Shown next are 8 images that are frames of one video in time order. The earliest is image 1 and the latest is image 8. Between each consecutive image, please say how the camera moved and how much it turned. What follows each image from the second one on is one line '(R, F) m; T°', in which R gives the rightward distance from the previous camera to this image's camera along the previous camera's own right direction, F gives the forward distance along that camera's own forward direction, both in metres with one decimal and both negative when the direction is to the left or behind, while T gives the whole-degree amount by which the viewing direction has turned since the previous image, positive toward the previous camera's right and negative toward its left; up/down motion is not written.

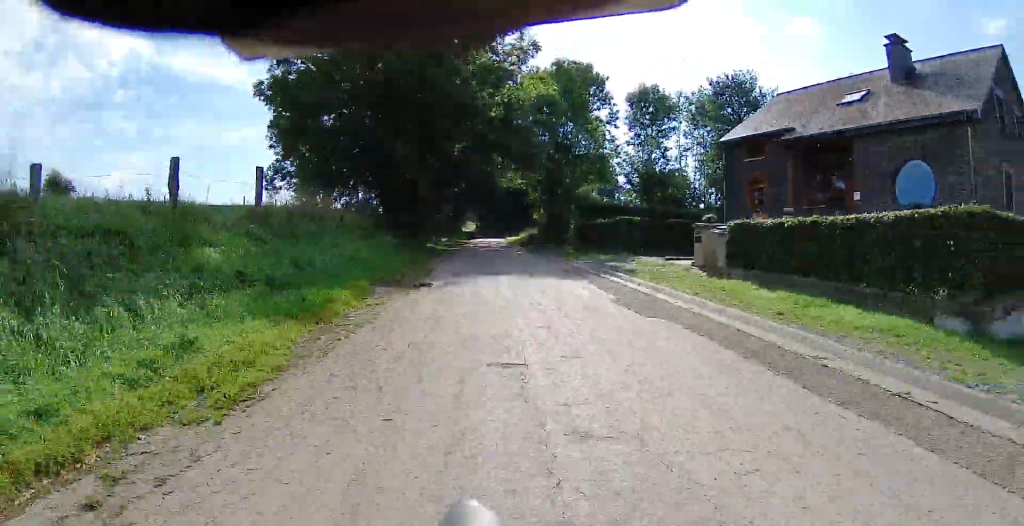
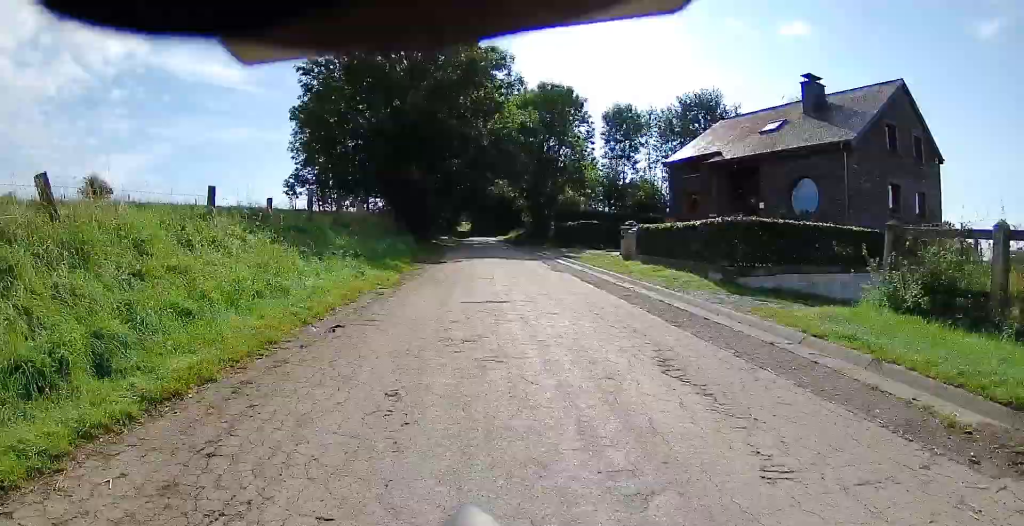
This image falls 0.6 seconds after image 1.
(0.0, +6.5) m; 0°
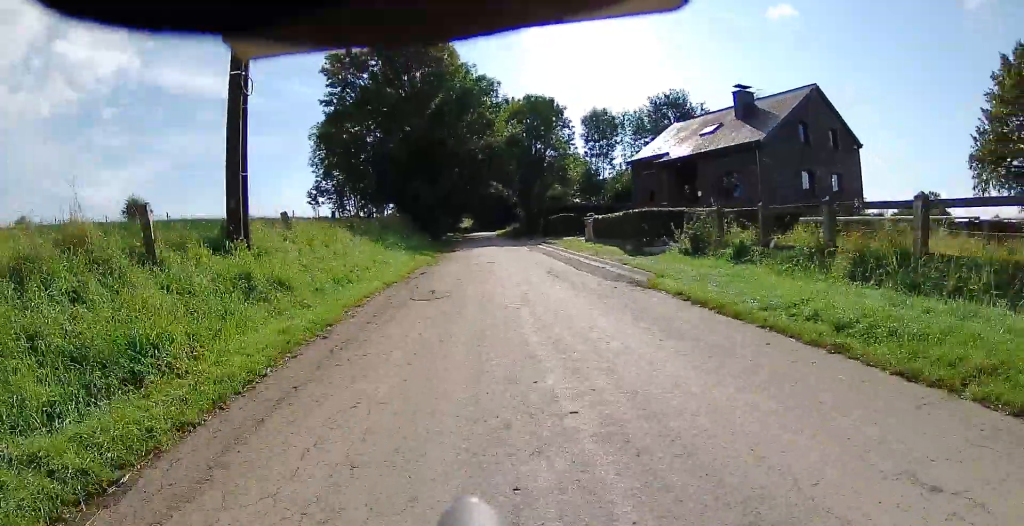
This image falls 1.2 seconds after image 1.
(0.0, +7.3) m; -1°
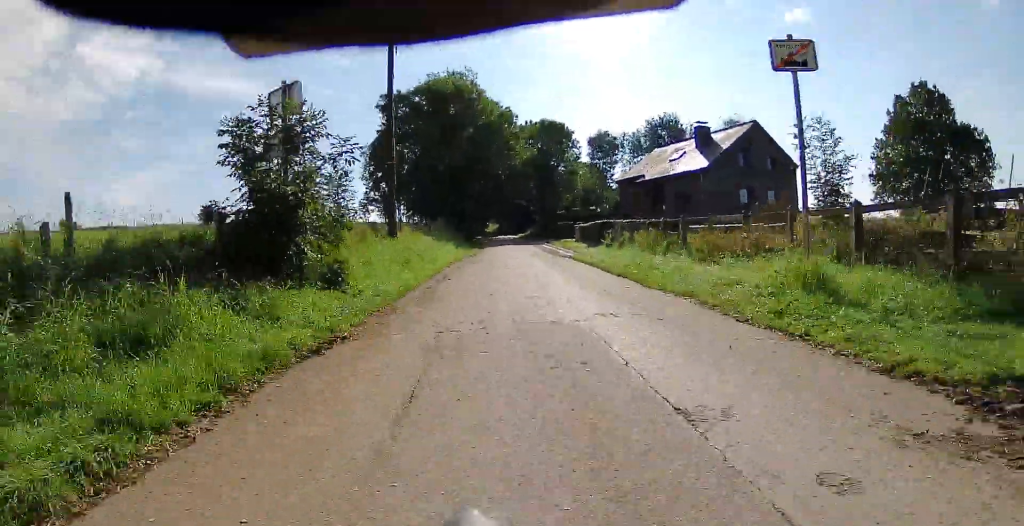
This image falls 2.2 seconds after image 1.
(-0.1, +11.7) m; -1°
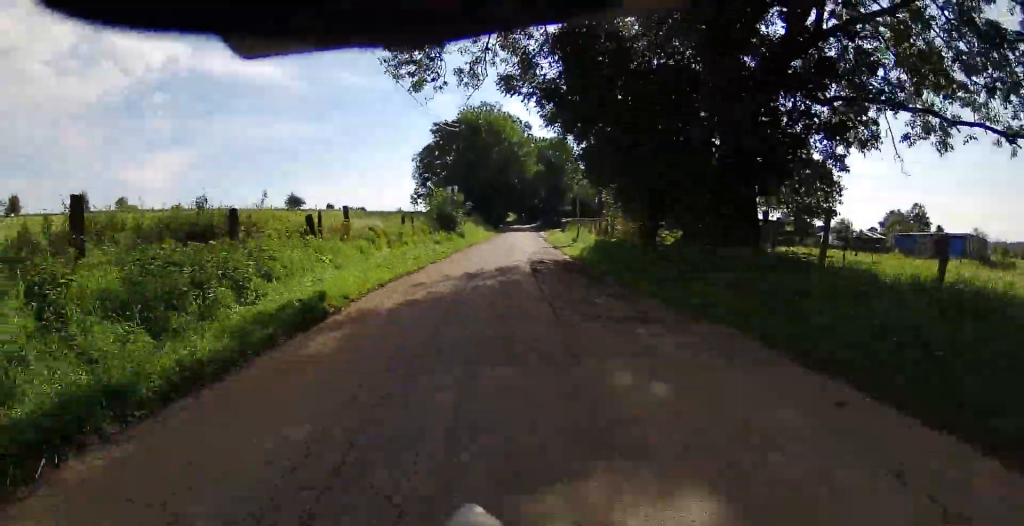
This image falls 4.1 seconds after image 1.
(-0.3, +22.7) m; -1°
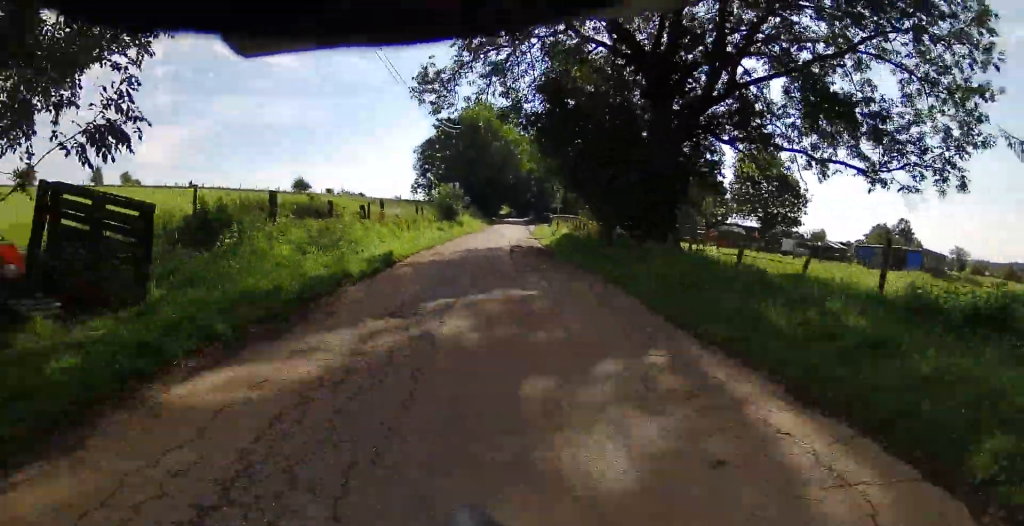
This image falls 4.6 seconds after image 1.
(0.0, +5.9) m; 0°
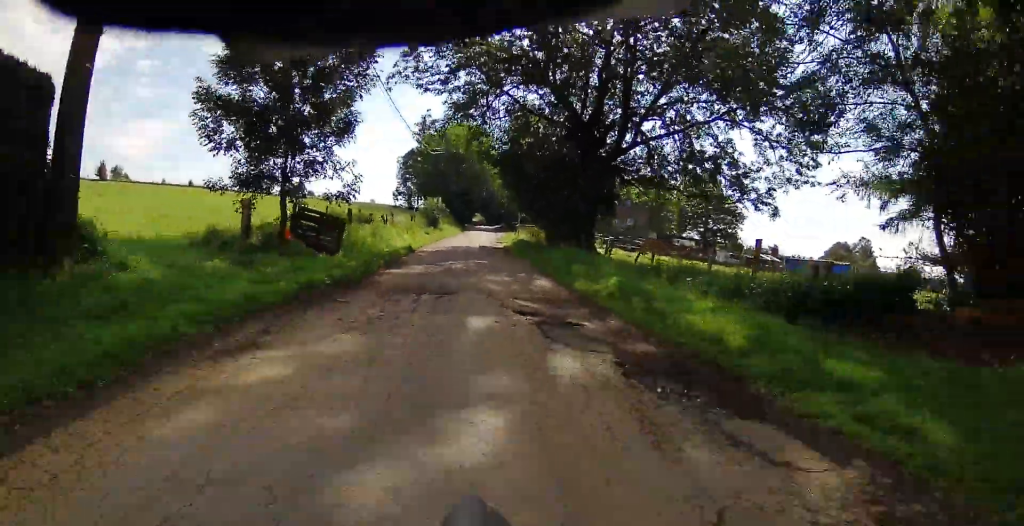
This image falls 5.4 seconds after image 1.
(0.0, +9.4) m; -1°
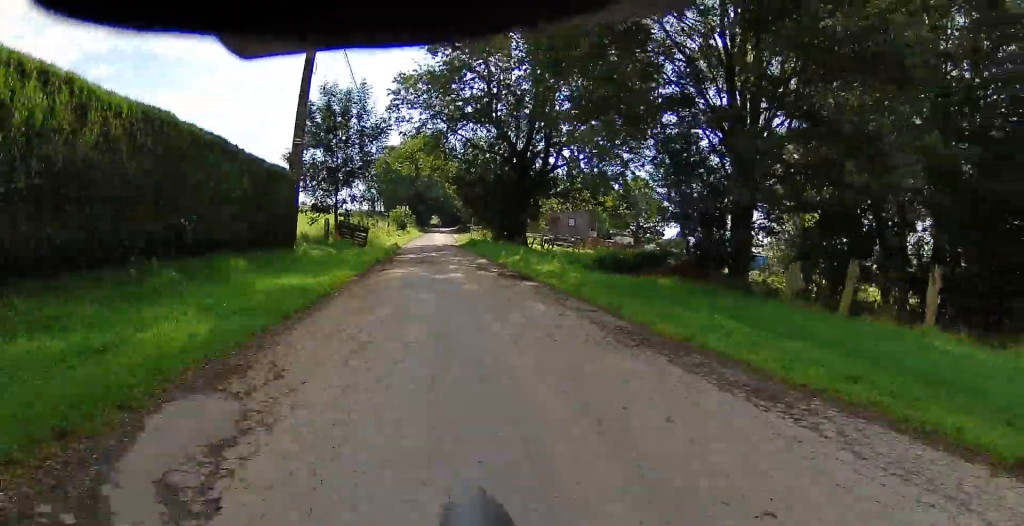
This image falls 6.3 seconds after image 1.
(-0.2, +10.3) m; +1°
